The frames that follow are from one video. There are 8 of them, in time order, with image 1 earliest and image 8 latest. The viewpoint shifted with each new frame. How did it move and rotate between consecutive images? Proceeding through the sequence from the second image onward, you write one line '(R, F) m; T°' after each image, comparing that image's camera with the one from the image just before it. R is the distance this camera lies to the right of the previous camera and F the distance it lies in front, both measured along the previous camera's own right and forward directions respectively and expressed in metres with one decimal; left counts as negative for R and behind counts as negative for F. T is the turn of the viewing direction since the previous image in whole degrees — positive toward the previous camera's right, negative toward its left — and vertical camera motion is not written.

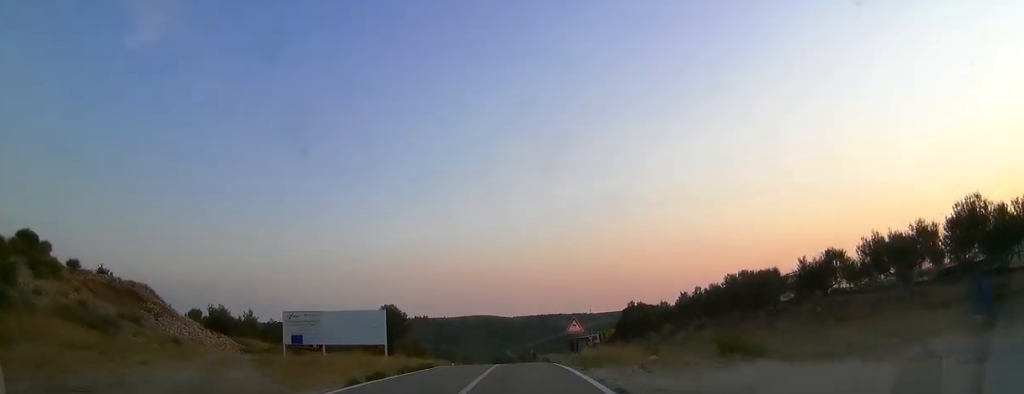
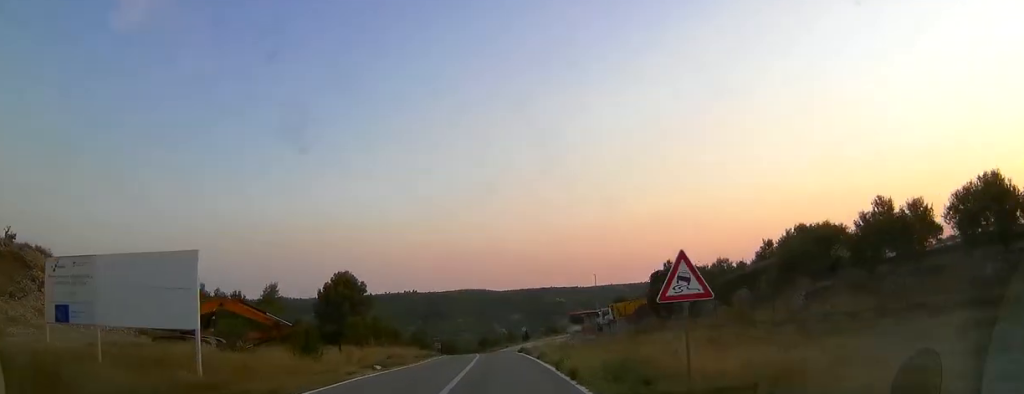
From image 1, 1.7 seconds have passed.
(+0.1, +19.5) m; +1°
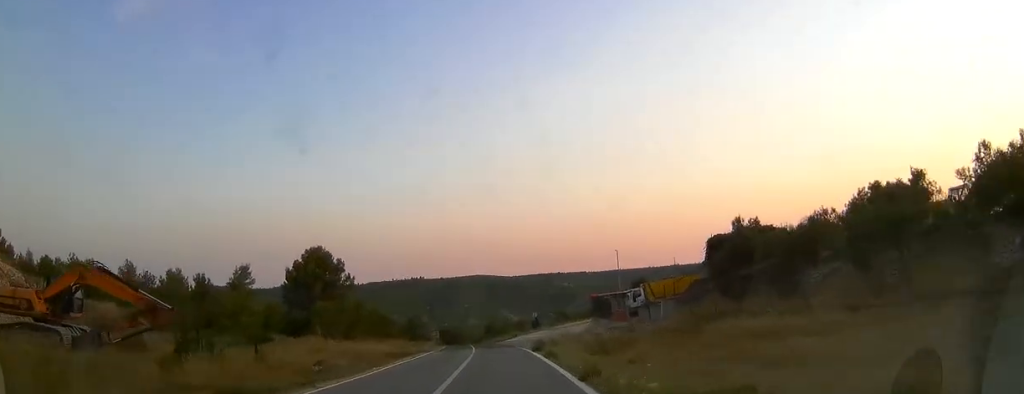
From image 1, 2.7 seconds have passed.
(+0.3, +12.4) m; -1°
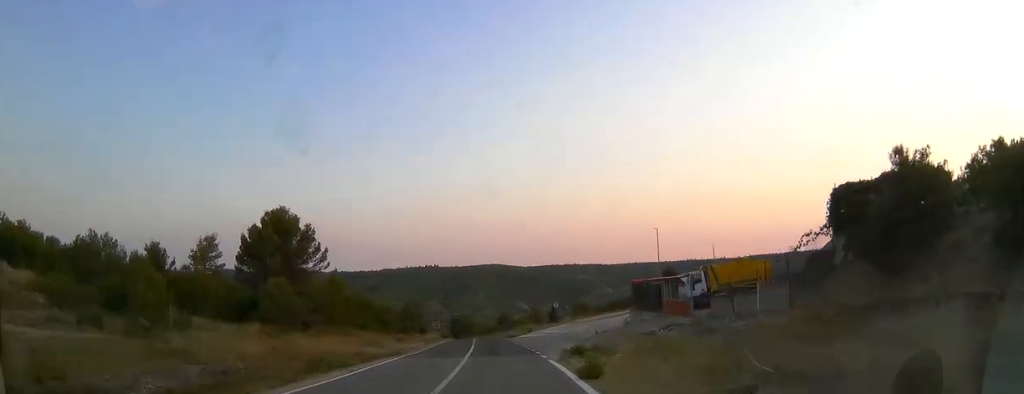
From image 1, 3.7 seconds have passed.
(+0.2, +12.7) m; -1°
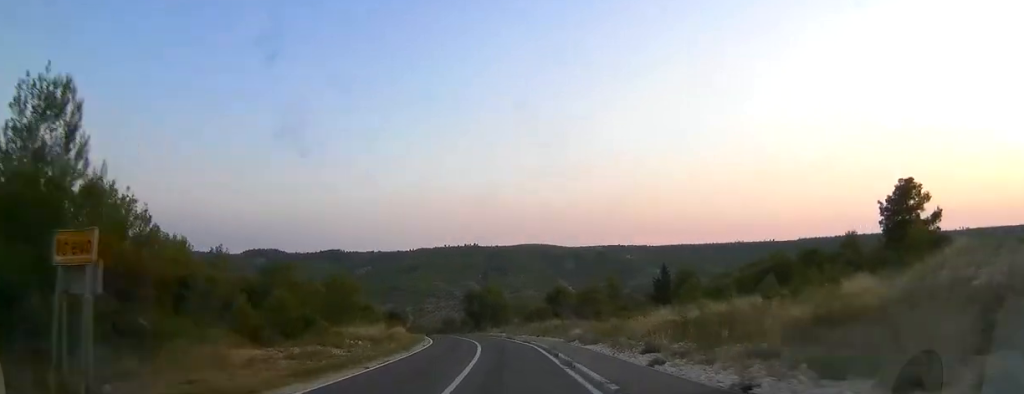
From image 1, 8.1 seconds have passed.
(-2.7, +64.5) m; -5°
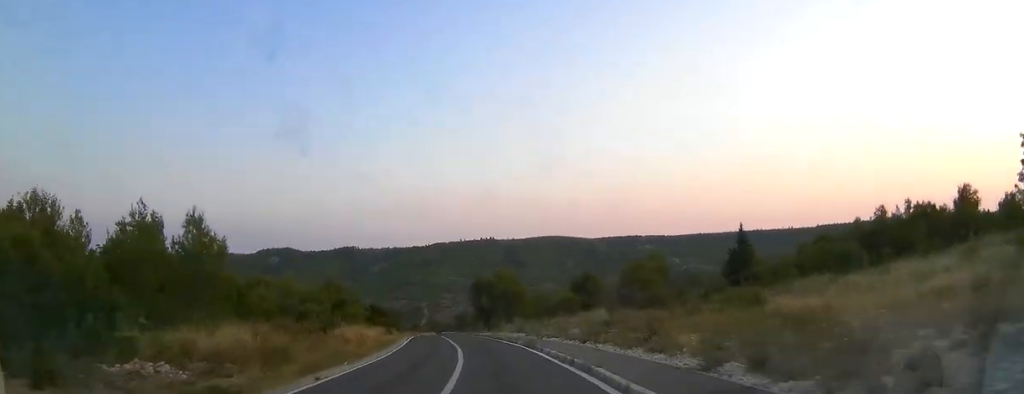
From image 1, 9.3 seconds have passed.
(+0.4, +18.0) m; -3°
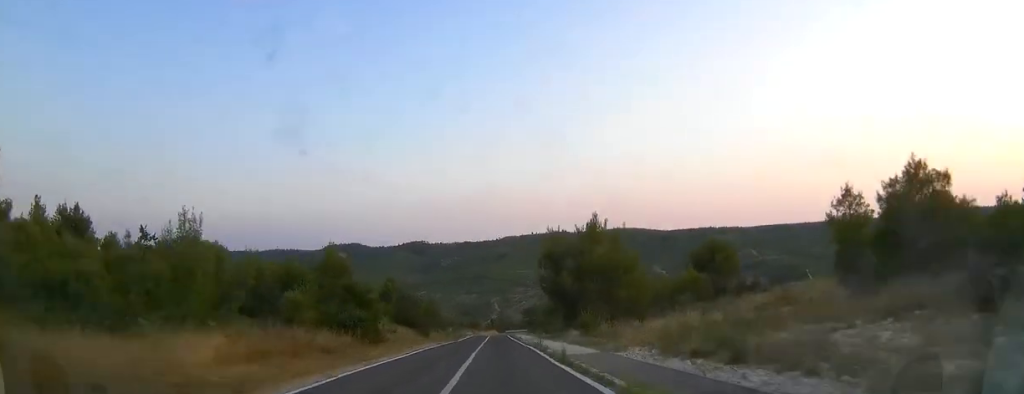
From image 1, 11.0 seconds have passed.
(-2.1, +28.3) m; -4°
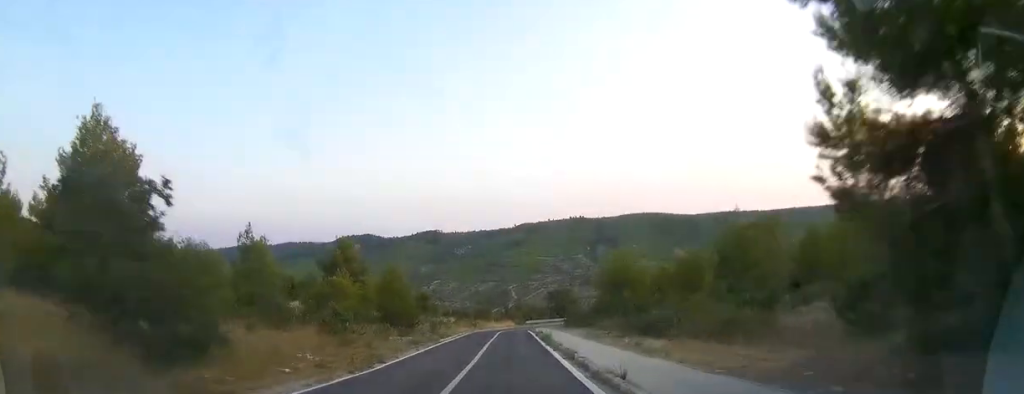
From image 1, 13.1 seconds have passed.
(-0.7, +33.7) m; -1°
